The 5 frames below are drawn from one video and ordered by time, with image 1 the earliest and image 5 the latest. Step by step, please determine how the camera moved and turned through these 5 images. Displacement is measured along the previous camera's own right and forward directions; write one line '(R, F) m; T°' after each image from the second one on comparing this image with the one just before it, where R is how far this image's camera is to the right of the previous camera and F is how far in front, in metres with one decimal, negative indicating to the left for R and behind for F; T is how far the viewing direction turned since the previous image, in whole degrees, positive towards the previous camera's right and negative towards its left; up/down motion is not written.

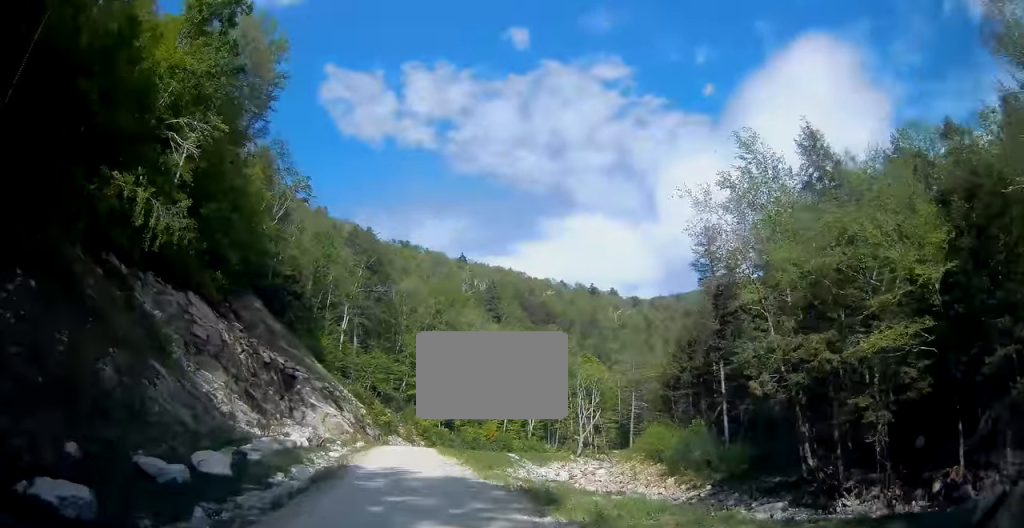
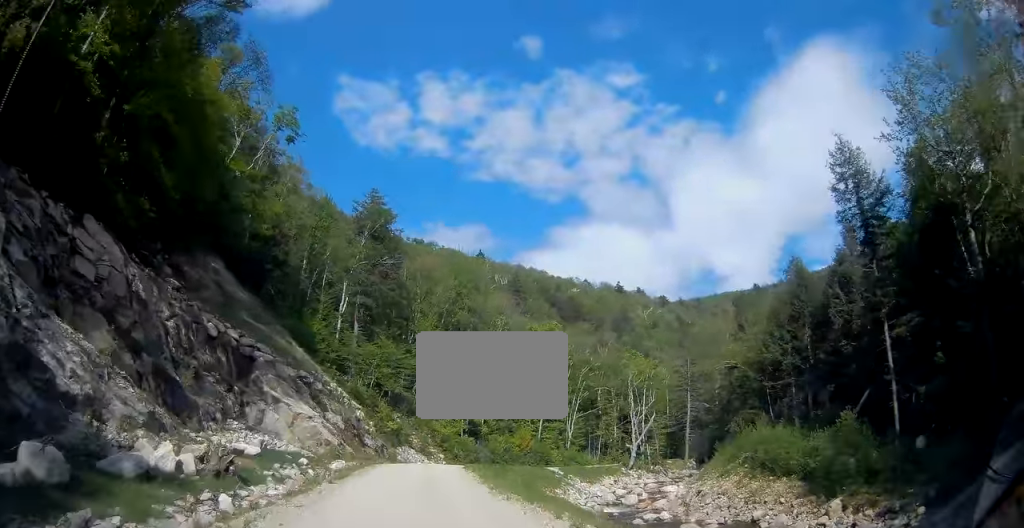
(+2.2, +21.5) m; +6°
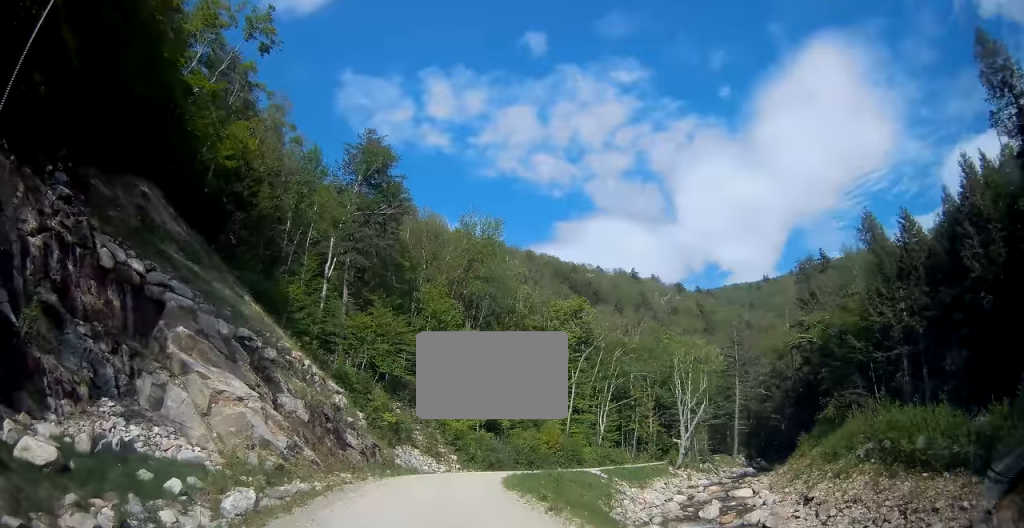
(0.0, +17.3) m; 0°
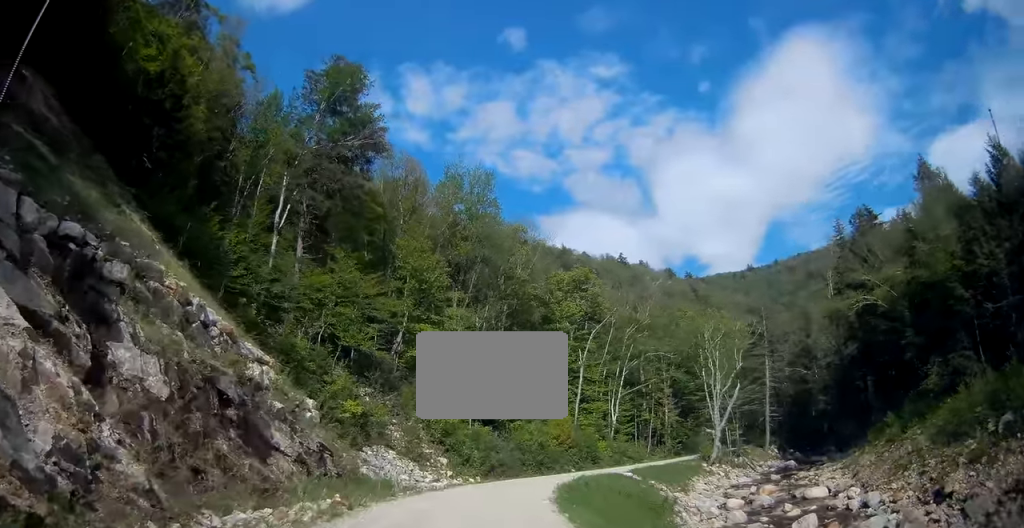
(0.0, +15.1) m; 0°
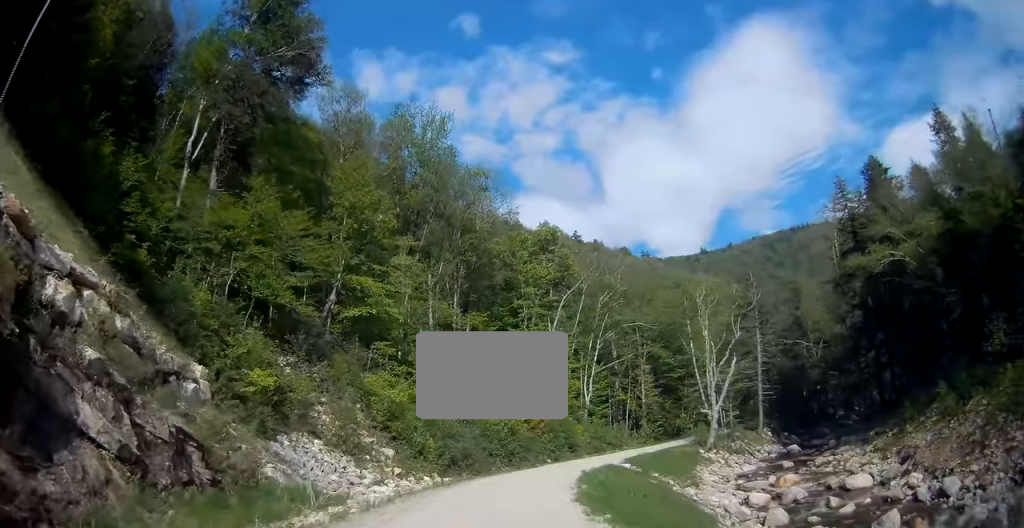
(0.0, +11.1) m; 0°
